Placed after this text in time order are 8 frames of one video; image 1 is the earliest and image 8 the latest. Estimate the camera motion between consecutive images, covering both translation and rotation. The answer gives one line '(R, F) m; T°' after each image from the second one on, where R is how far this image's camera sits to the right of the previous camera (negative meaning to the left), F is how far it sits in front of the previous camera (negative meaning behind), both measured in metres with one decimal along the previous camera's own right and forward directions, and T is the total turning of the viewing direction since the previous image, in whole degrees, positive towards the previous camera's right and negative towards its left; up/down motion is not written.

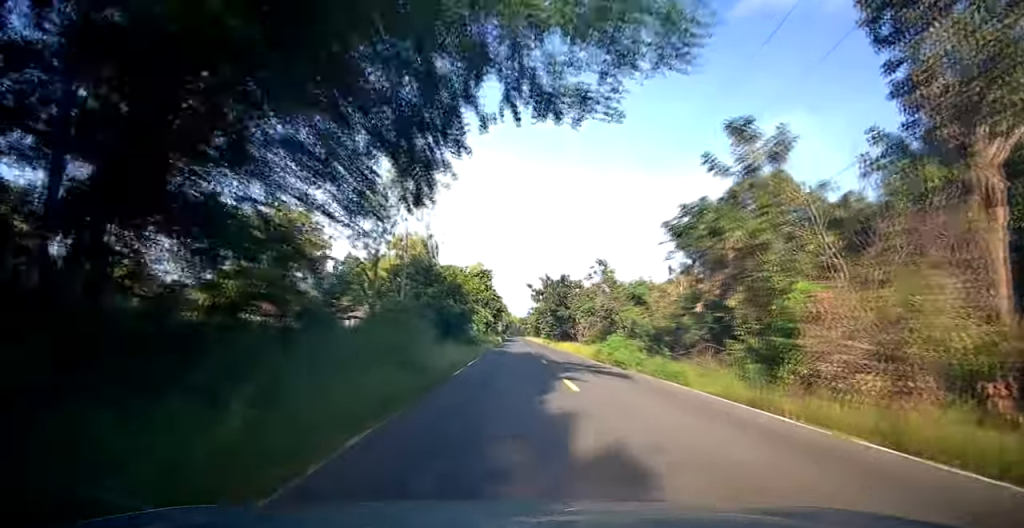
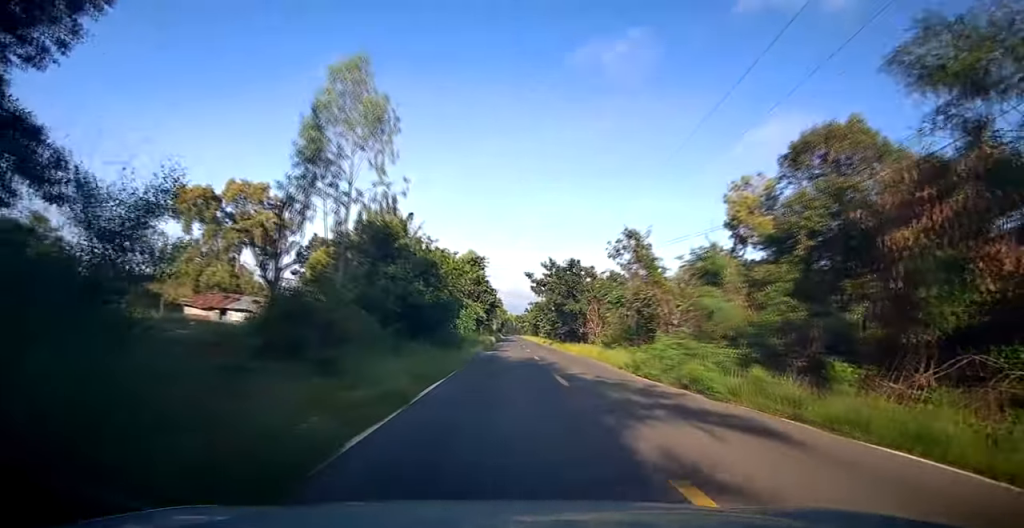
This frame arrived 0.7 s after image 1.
(0.0, +10.3) m; 0°
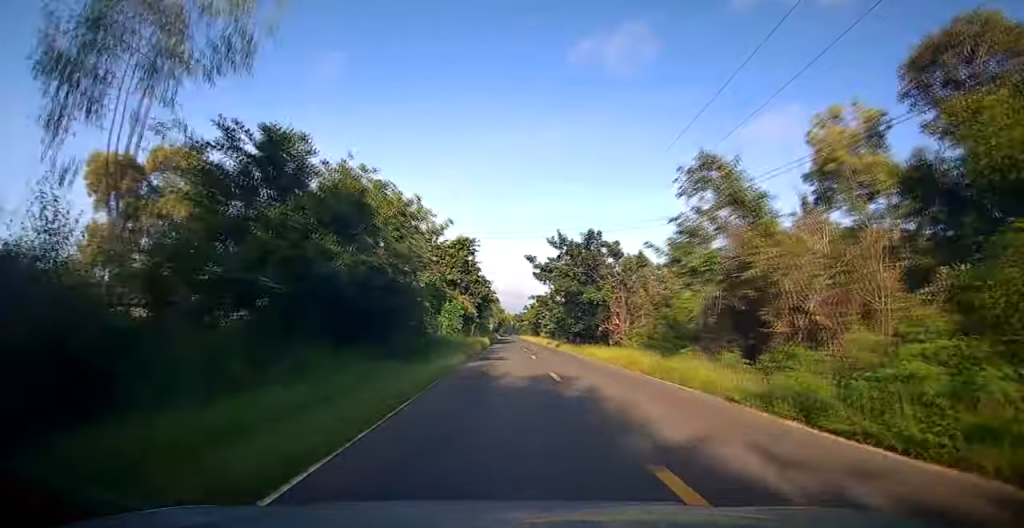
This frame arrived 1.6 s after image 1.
(0.0, +11.8) m; 0°
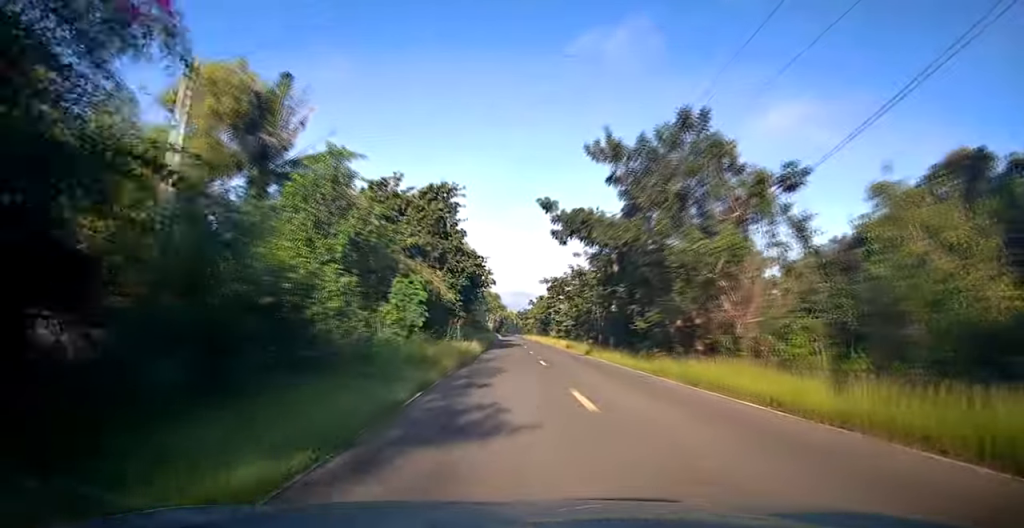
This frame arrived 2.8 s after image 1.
(+0.1, +17.6) m; +1°
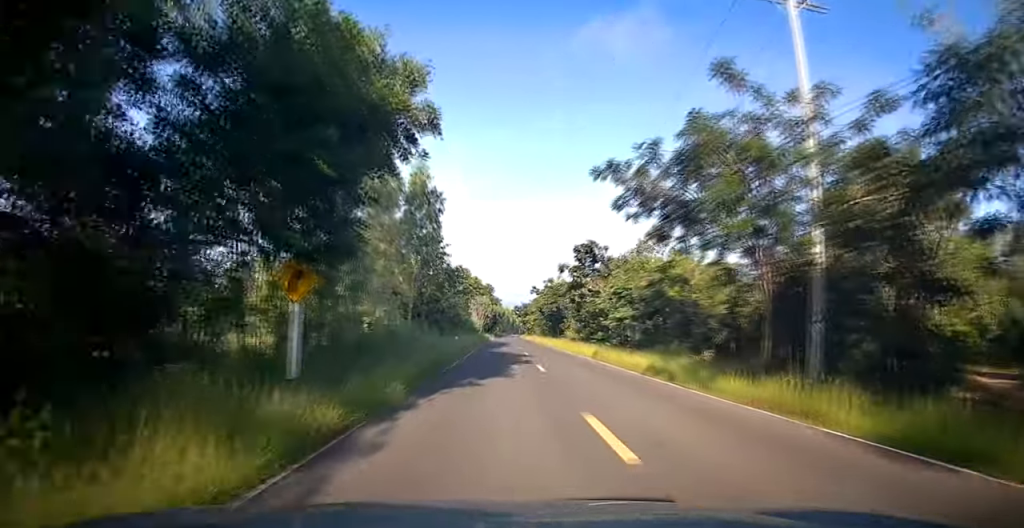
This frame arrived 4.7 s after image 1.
(0.0, +27.7) m; -1°
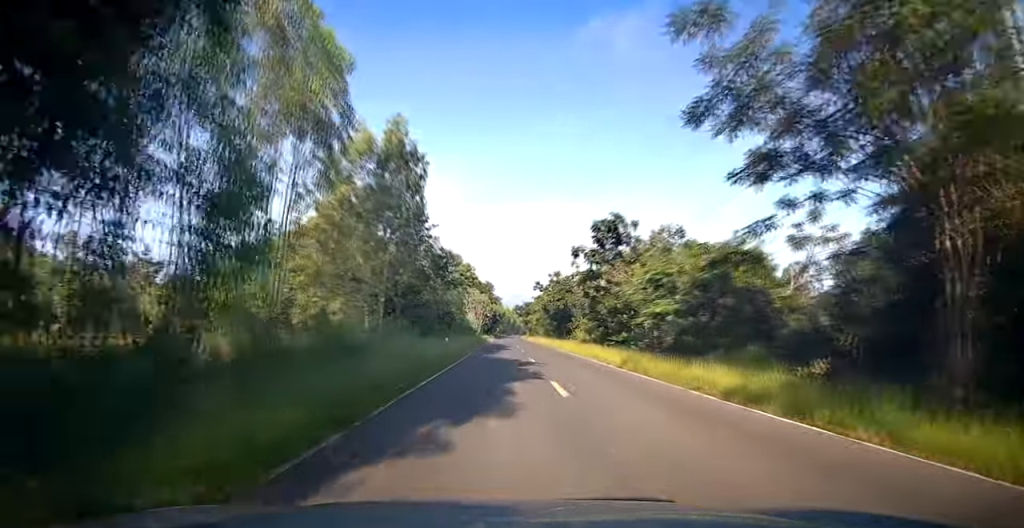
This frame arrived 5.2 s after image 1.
(-0.1, +6.7) m; 0°
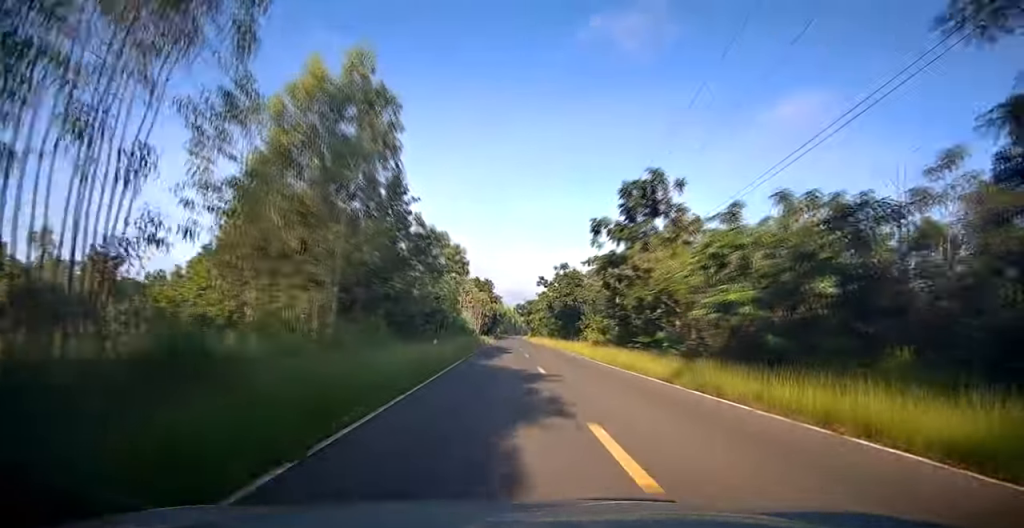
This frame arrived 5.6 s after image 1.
(-0.1, +6.2) m; 0°
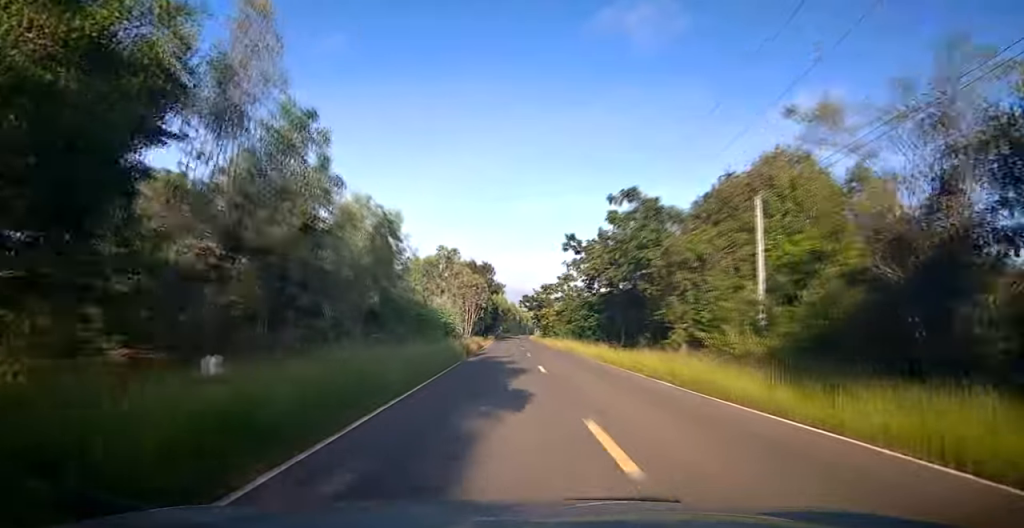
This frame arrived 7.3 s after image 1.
(+0.1, +23.2) m; 0°
